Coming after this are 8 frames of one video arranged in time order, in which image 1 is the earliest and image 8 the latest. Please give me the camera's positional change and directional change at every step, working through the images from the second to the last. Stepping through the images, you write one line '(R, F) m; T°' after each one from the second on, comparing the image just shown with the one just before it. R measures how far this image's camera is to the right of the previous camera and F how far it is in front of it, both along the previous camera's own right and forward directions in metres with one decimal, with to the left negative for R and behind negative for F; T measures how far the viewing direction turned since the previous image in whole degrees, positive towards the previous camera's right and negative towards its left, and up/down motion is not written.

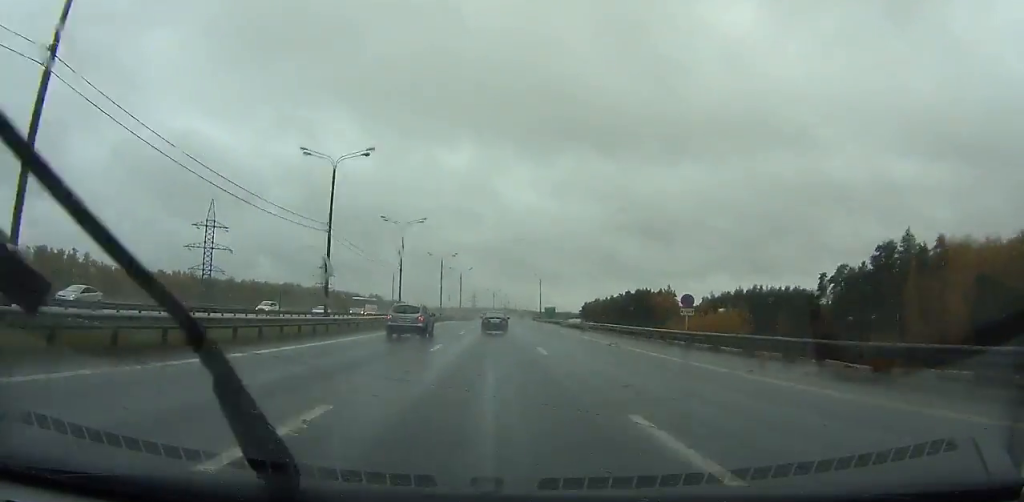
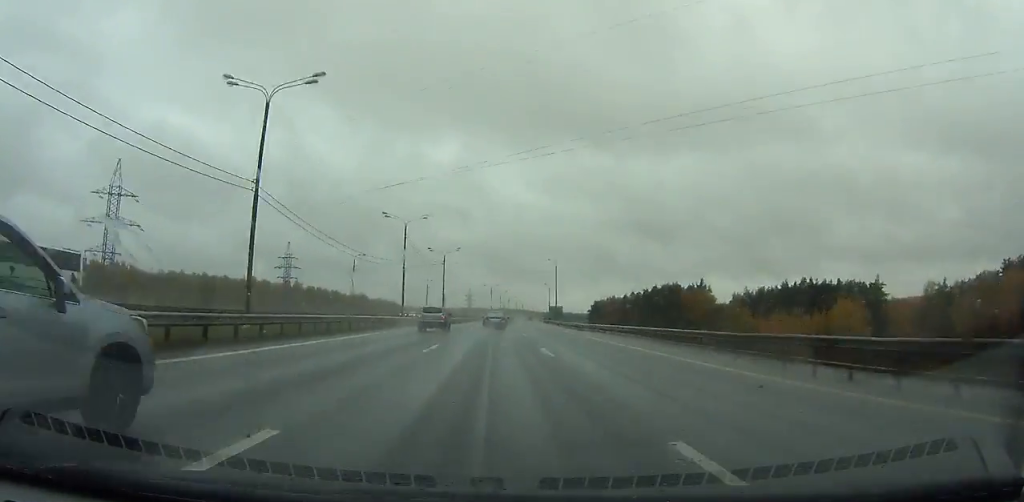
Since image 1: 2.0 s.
(+0.6, +46.7) m; +1°
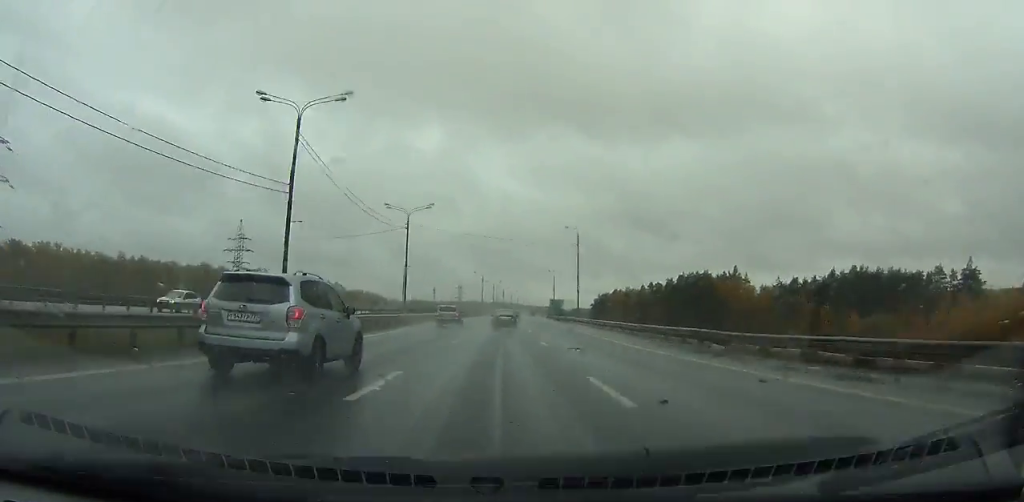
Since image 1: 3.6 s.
(+0.2, +36.7) m; +1°
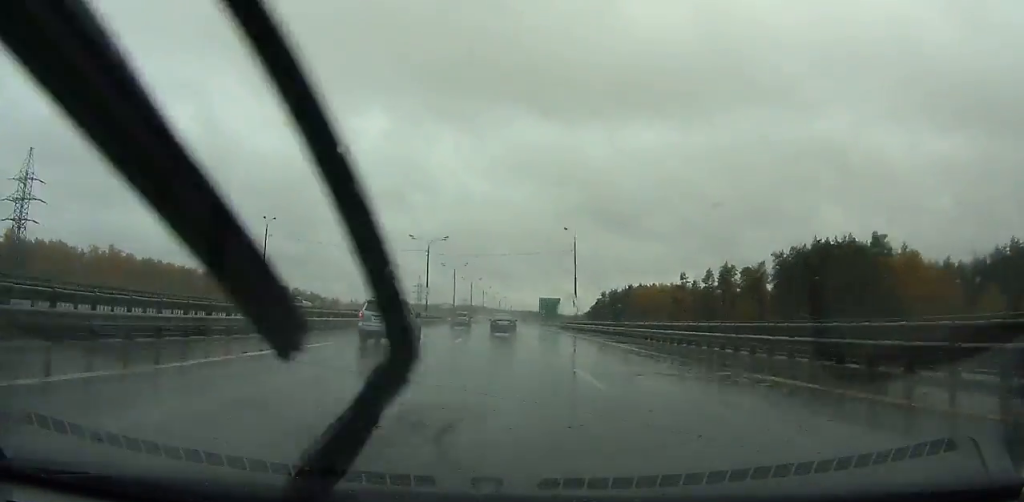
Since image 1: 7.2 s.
(+1.0, +83.0) m; +2°
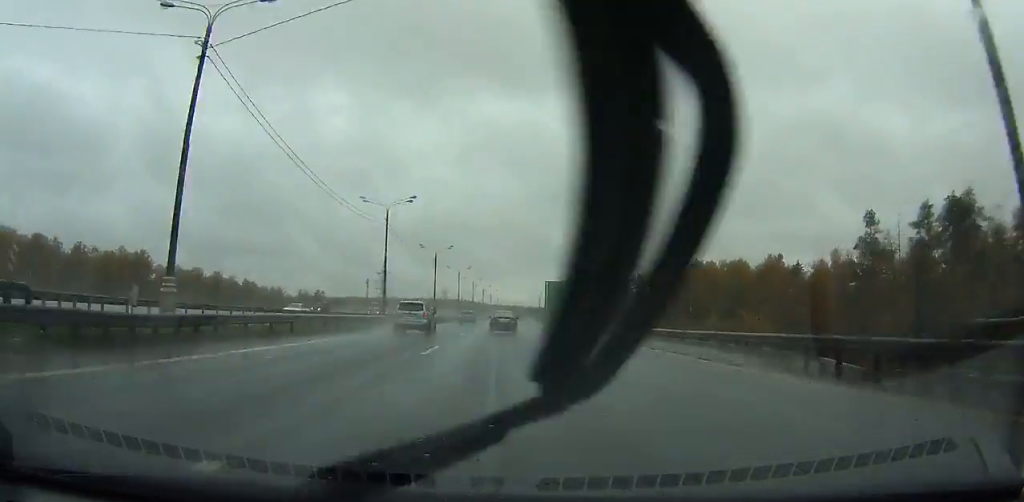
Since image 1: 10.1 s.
(+1.2, +69.8) m; +2°
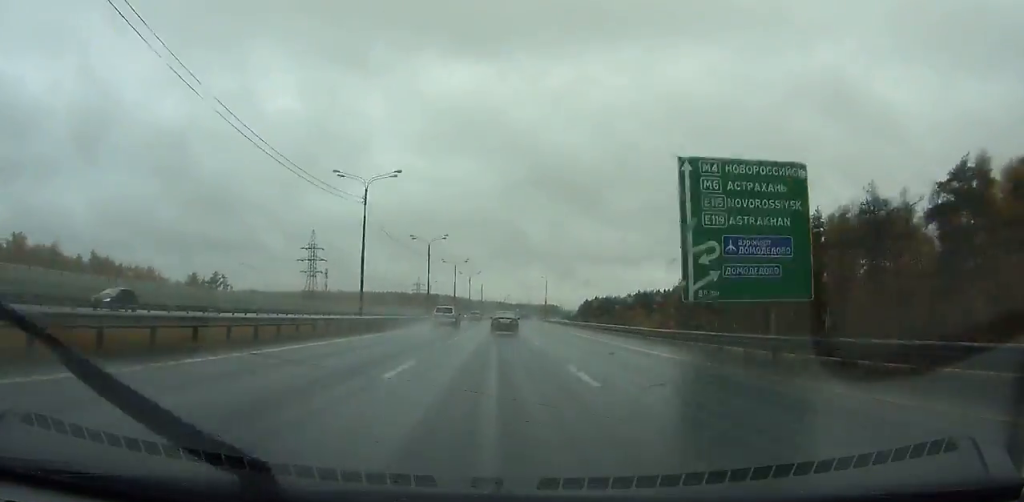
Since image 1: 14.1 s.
(+1.1, +100.2) m; +1°
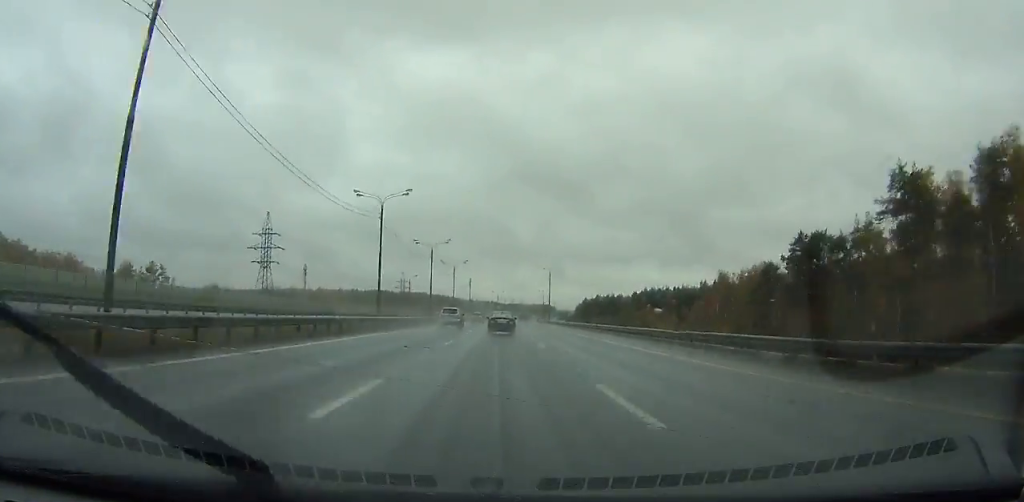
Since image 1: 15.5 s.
(+0.2, +35.8) m; +1°
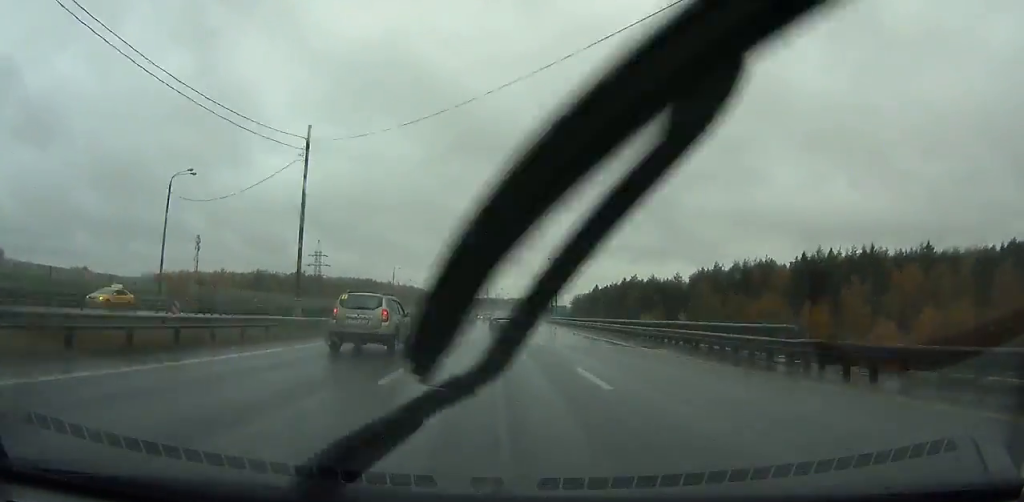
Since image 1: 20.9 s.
(+3.6, +140.0) m; +3°
